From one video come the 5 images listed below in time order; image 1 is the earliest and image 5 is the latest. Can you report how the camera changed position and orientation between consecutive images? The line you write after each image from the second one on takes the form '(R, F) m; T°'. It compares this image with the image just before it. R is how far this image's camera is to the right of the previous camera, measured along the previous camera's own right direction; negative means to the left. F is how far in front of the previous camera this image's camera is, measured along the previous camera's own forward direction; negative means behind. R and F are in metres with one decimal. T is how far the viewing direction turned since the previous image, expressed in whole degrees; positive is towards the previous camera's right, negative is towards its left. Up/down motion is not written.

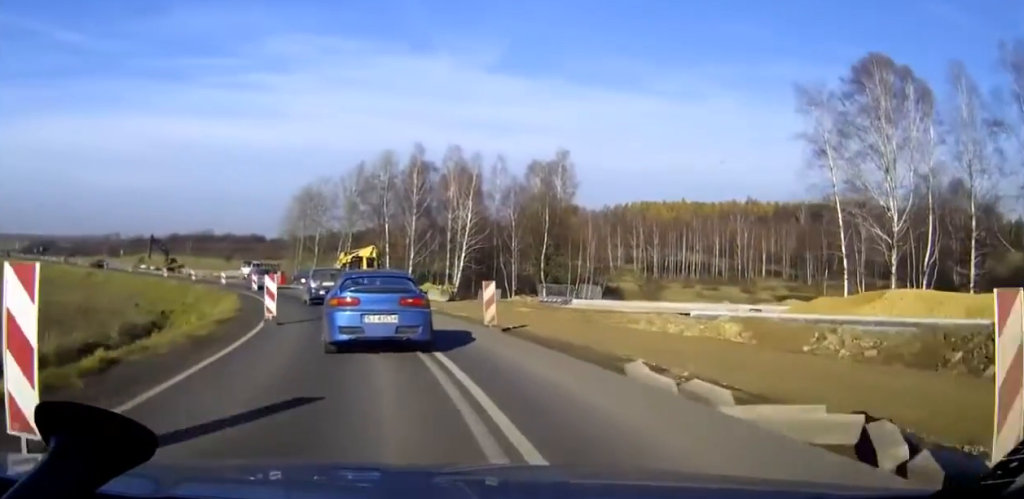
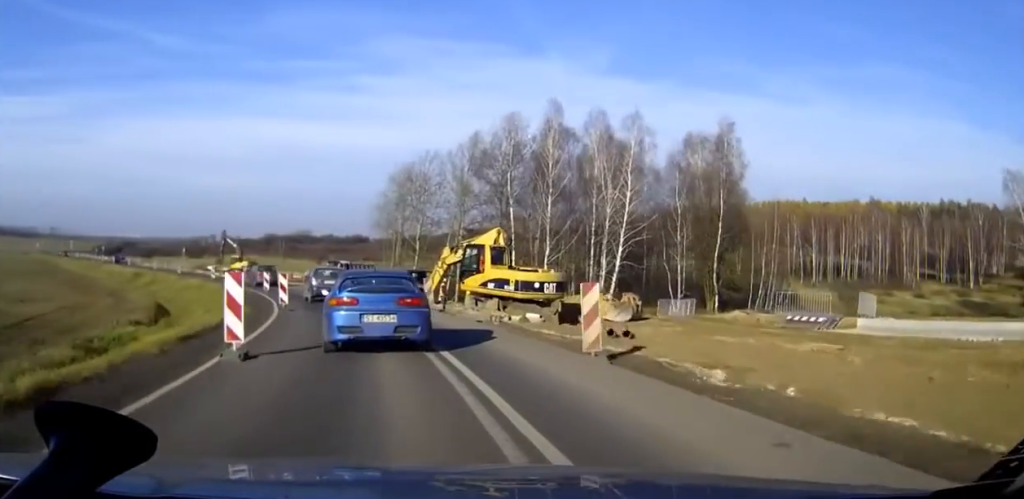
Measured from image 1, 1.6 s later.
(-1.7, +22.0) m; -9°
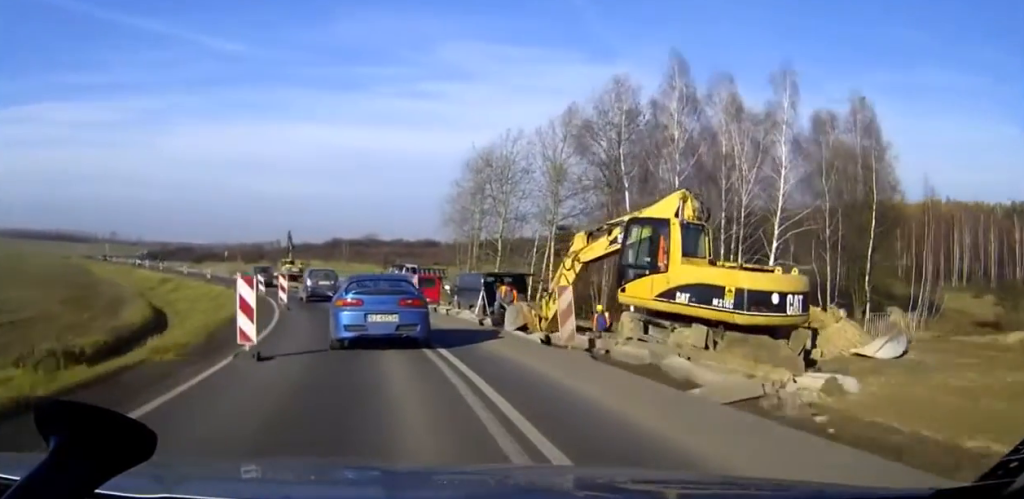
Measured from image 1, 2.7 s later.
(-0.7, +14.7) m; -6°
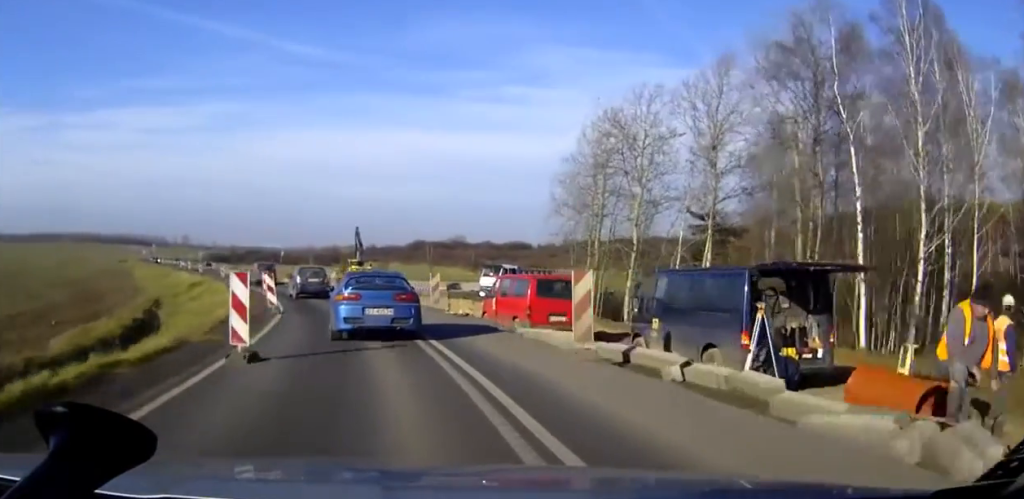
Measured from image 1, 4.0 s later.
(-1.0, +17.2) m; -7°
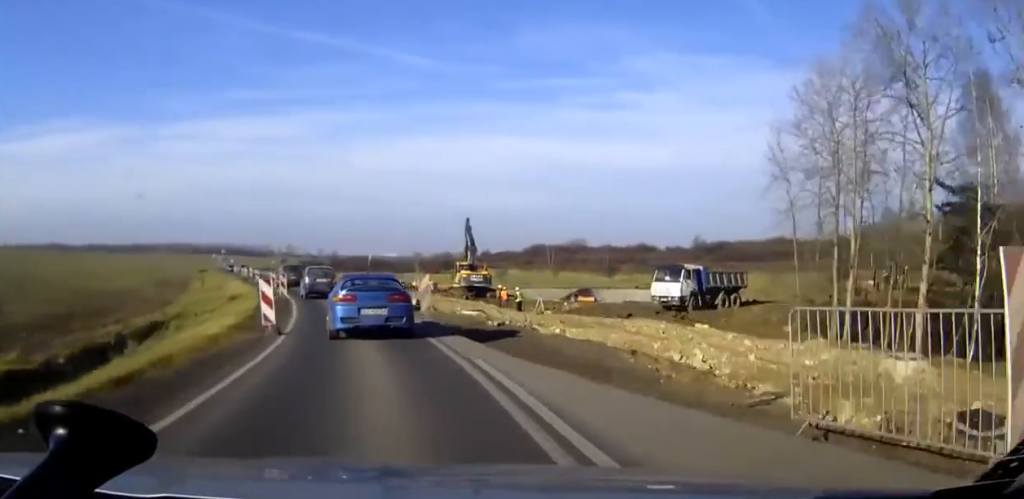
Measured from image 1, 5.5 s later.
(-1.4, +20.8) m; -8°
